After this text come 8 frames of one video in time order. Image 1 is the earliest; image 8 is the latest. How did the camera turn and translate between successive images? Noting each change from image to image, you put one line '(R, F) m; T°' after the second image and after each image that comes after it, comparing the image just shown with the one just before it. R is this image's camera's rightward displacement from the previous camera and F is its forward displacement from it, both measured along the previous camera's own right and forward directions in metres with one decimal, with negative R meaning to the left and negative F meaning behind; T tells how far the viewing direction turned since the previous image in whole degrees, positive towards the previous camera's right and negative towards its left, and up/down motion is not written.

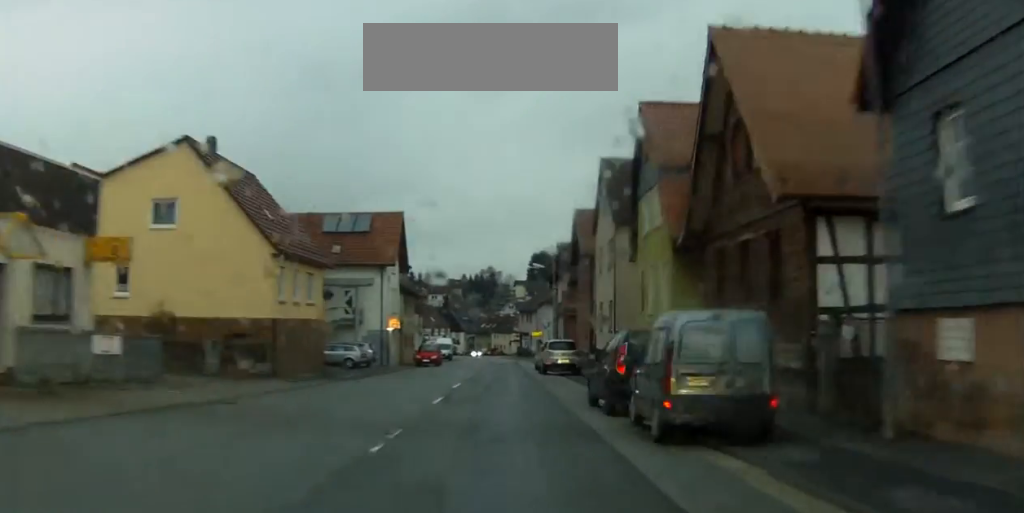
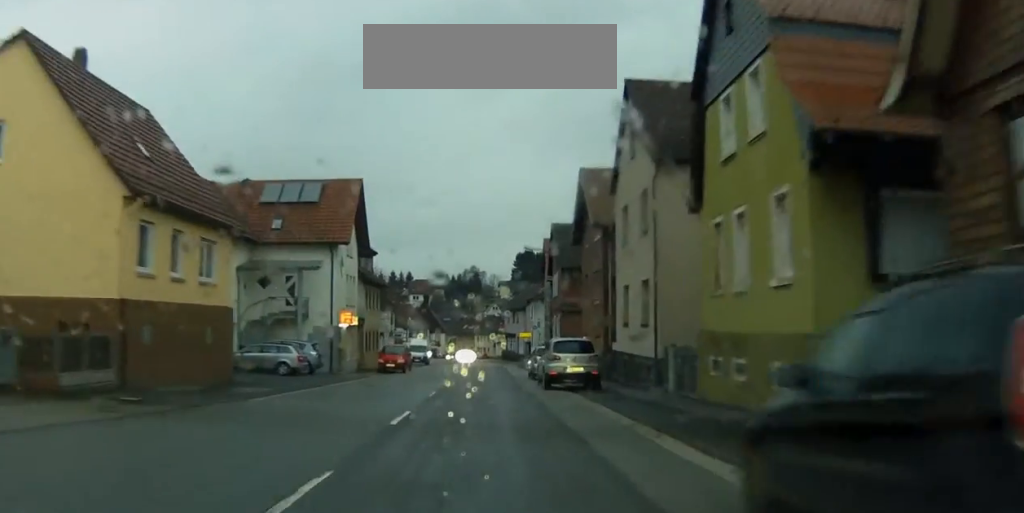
(+0.3, +14.0) m; +2°
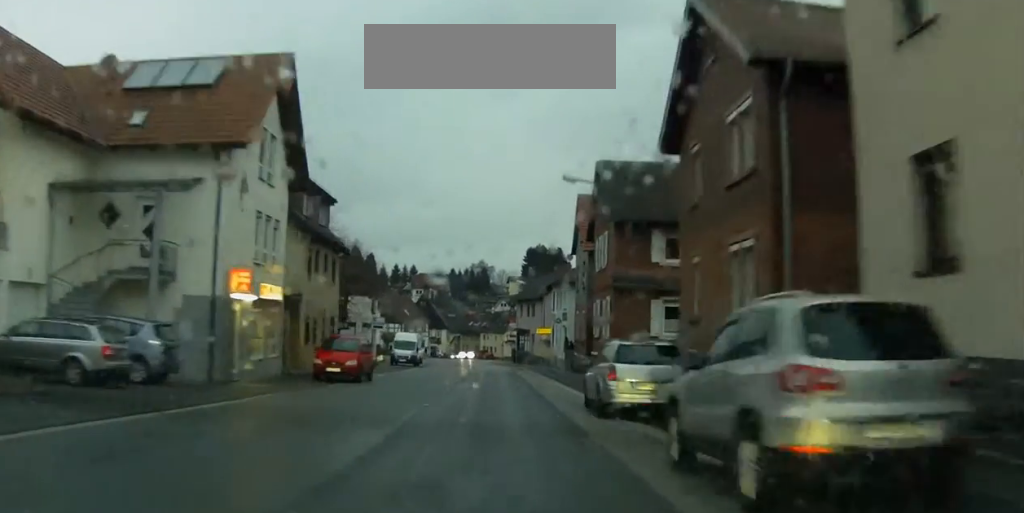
(+0.3, +24.6) m; +1°
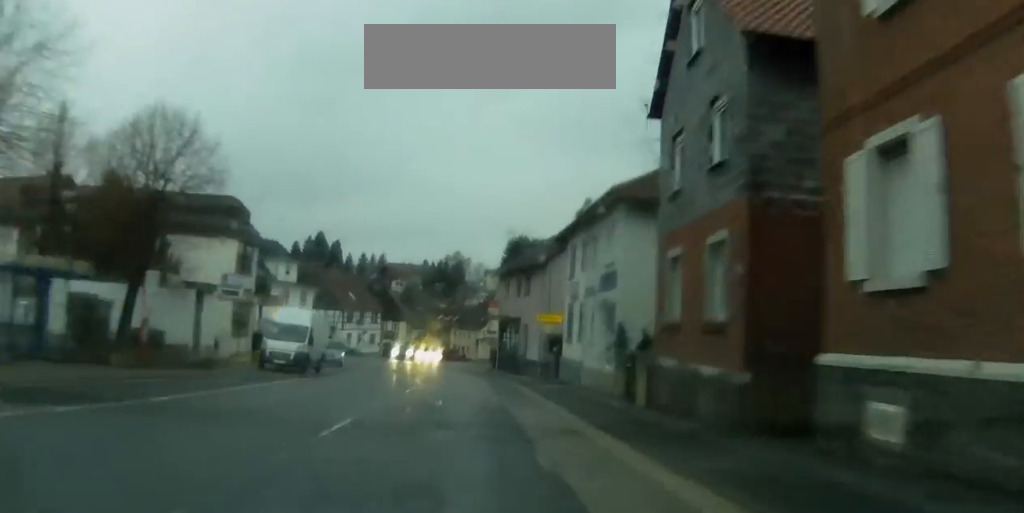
(+0.7, +39.4) m; +1°
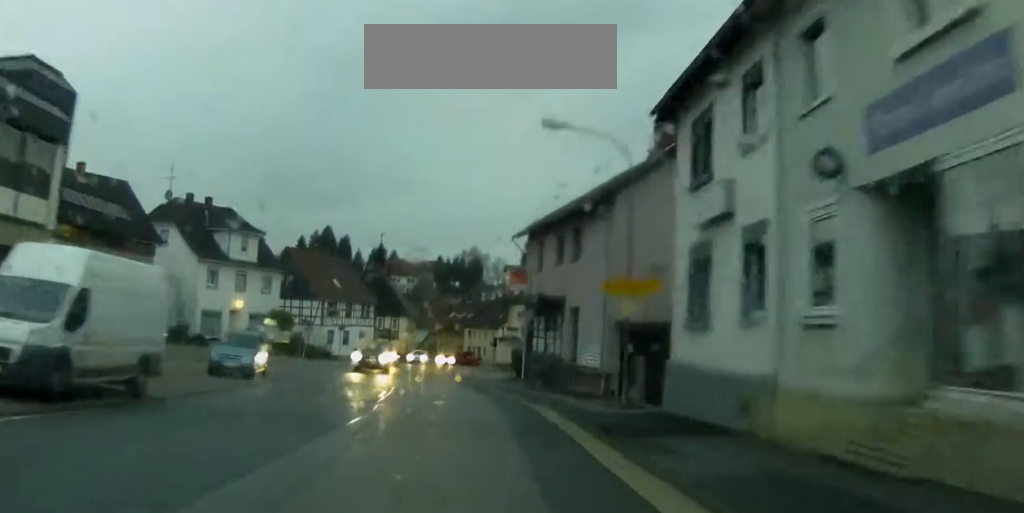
(-0.3, +25.7) m; -2°
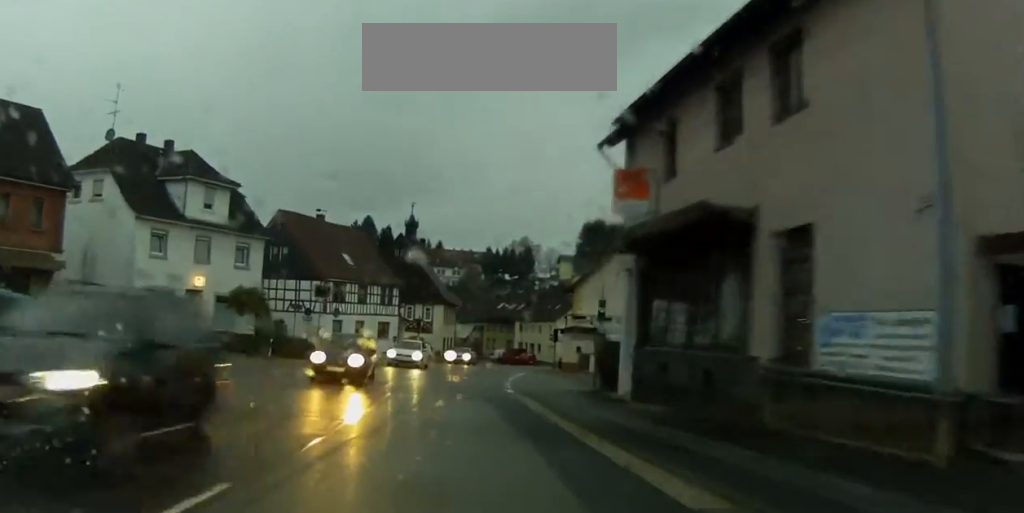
(-0.6, +21.8) m; -2°
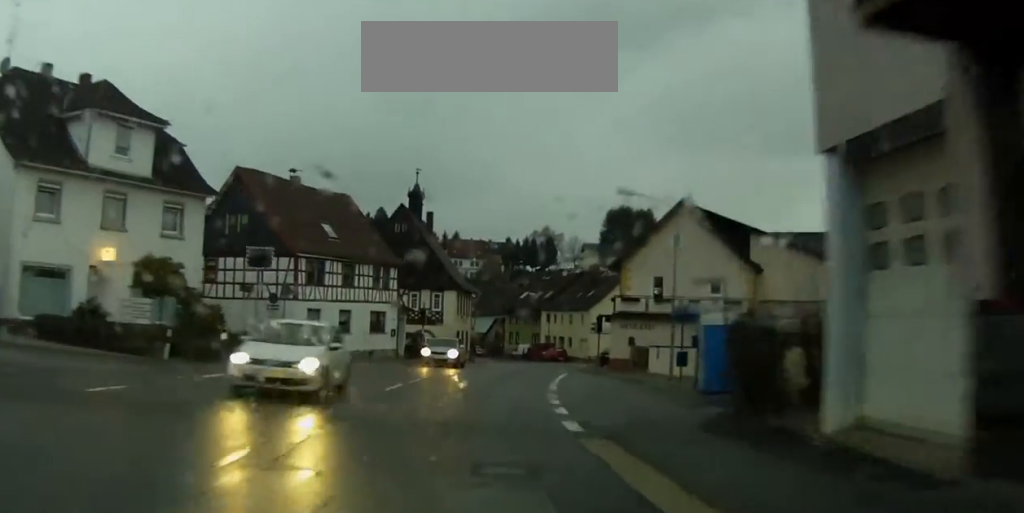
(-0.2, +14.3) m; 0°
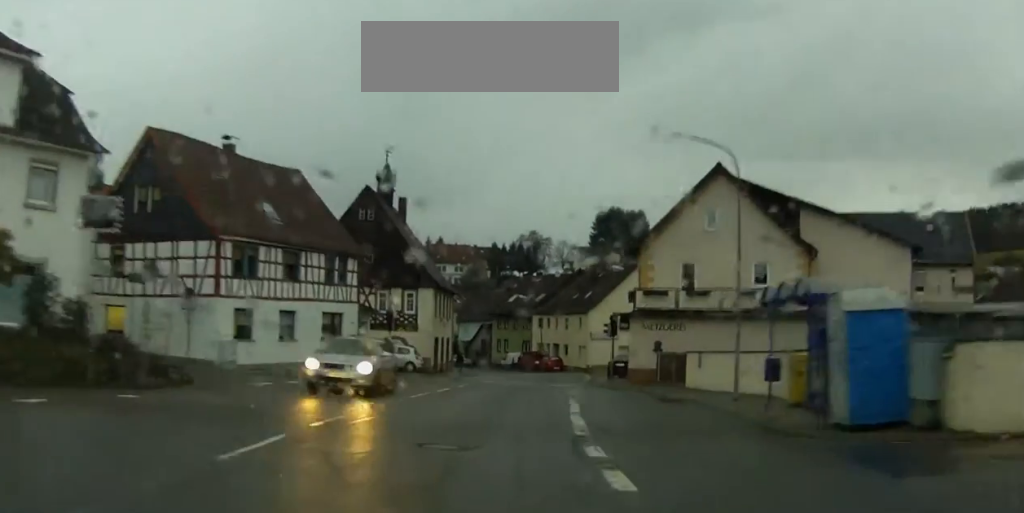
(0.0, +10.8) m; +2°
